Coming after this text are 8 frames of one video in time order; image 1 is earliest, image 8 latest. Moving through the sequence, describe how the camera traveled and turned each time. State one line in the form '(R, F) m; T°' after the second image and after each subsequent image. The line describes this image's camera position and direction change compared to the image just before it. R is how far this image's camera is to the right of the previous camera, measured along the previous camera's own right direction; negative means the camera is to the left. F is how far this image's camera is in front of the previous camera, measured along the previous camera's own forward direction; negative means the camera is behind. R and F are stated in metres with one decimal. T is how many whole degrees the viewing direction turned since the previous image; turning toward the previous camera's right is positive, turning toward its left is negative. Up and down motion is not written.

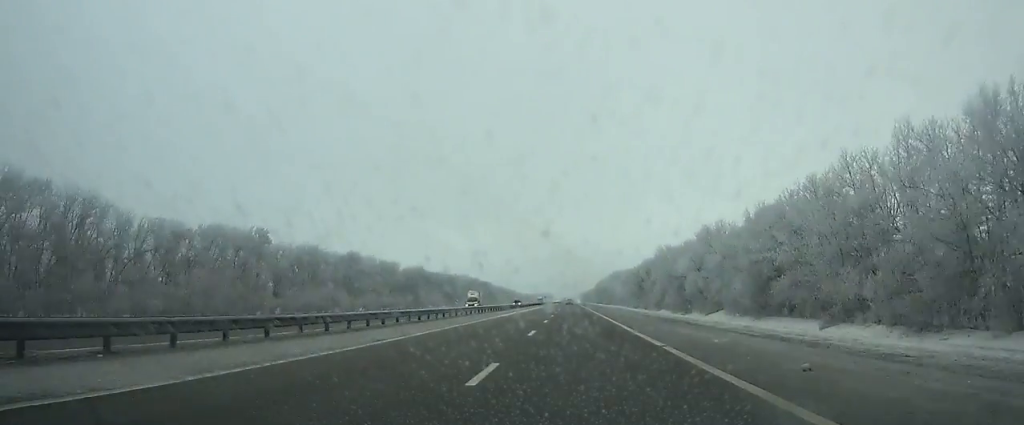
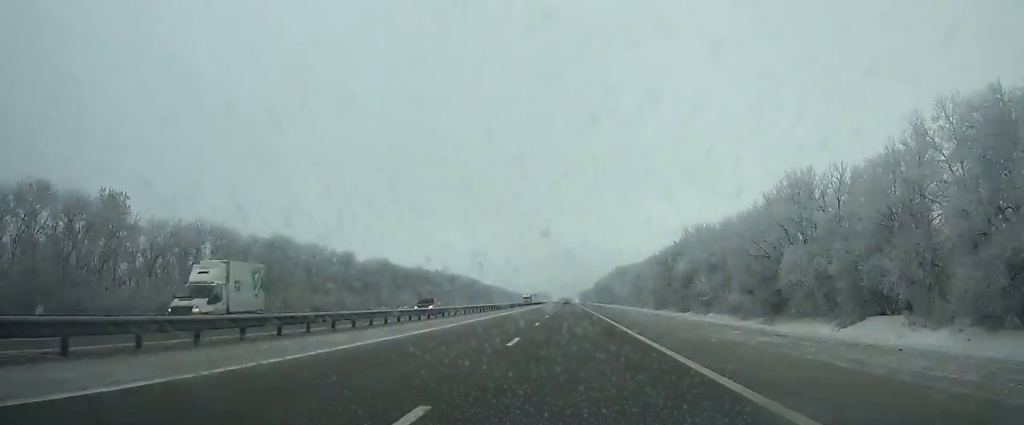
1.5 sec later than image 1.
(0.0, +40.6) m; 0°
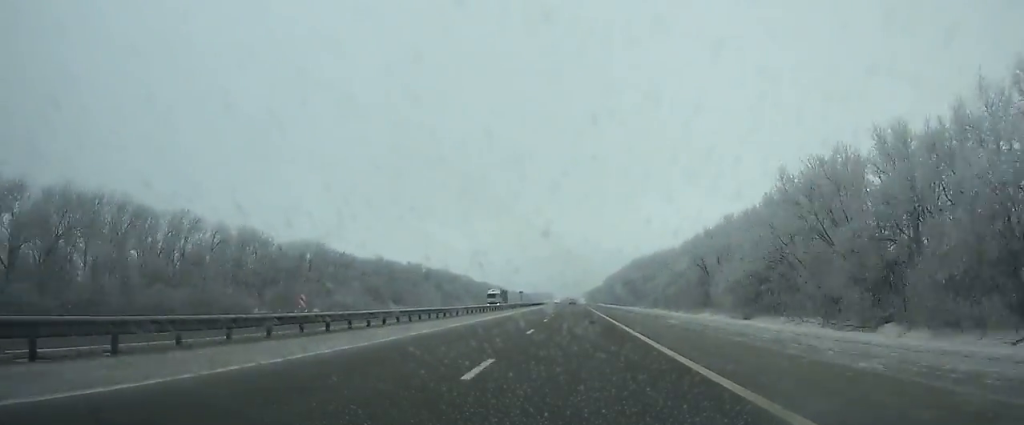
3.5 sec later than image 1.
(0.0, +55.1) m; 0°
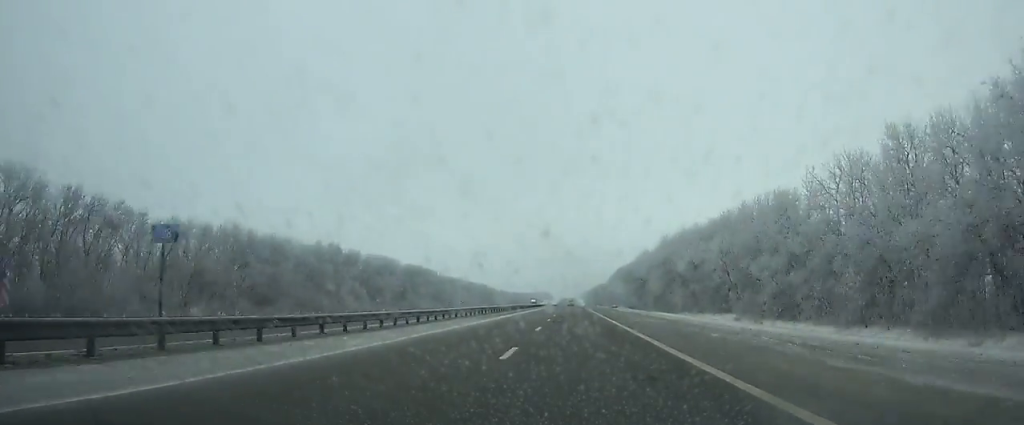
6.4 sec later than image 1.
(-0.1, +80.7) m; 0°
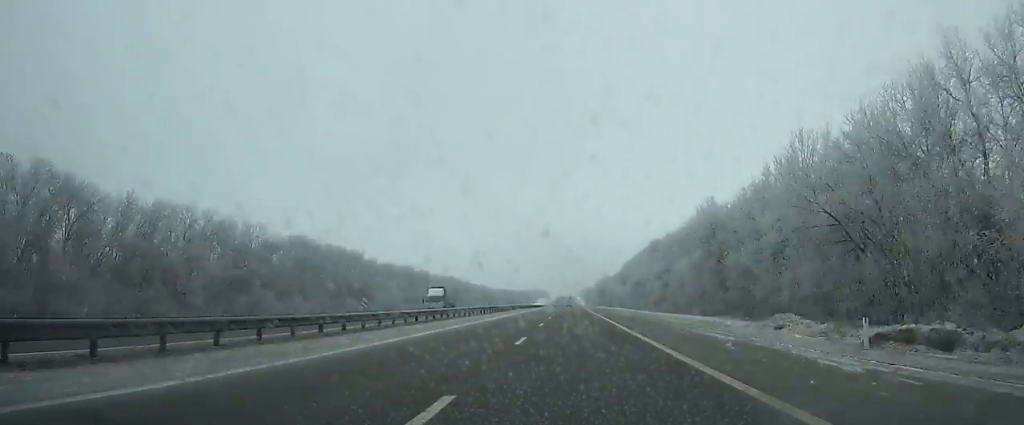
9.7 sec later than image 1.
(-0.2, +93.0) m; 0°
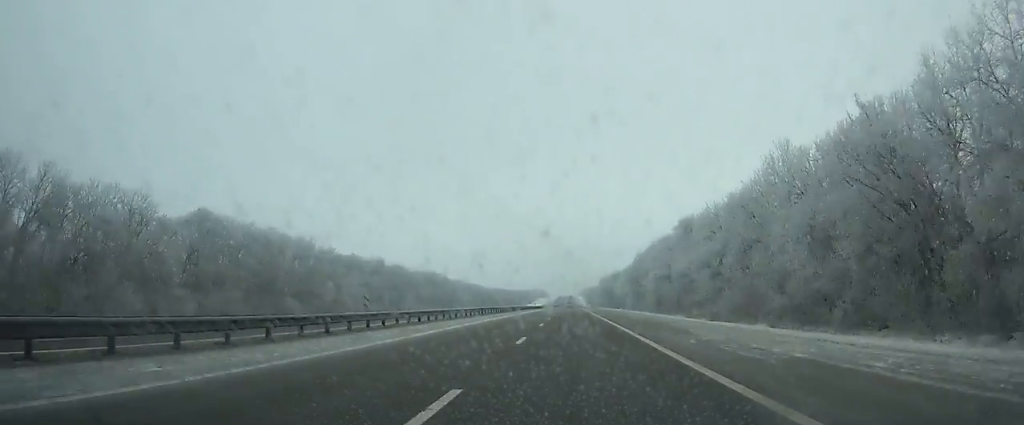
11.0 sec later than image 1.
(0.0, +36.8) m; 0°
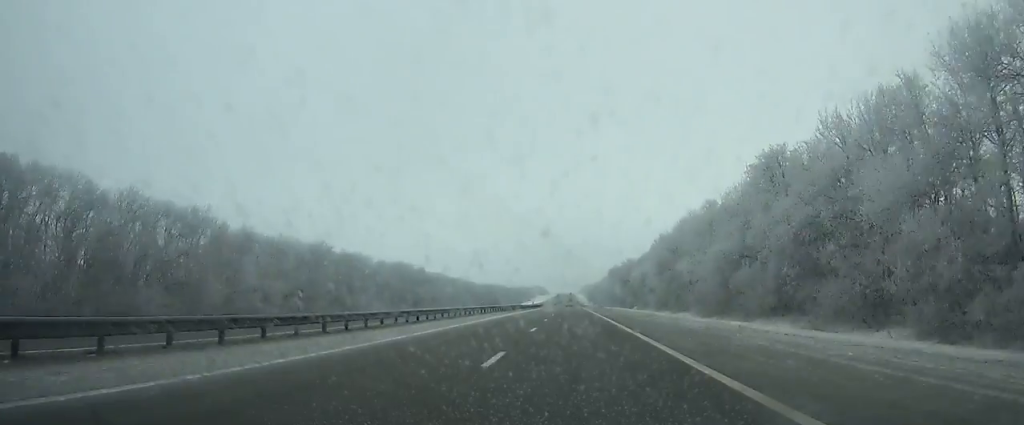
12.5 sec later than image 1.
(+0.1, +42.7) m; 0°
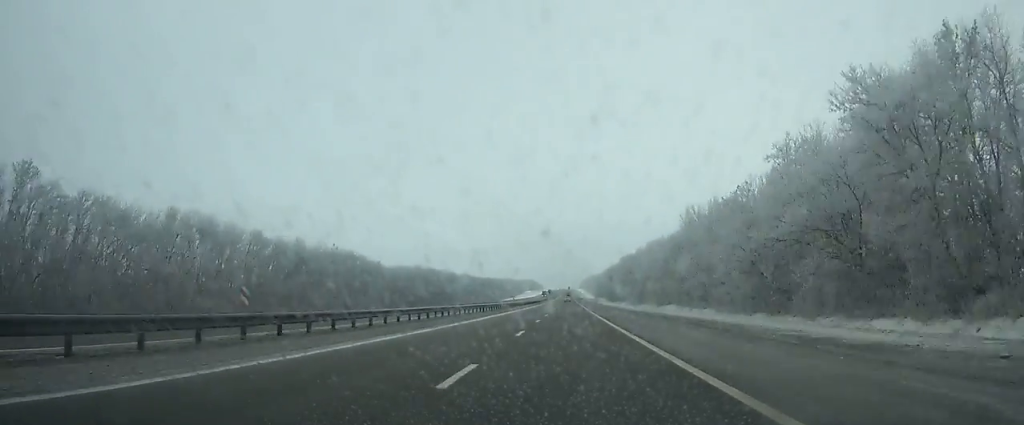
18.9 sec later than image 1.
(-0.1, +182.6) m; 0°
